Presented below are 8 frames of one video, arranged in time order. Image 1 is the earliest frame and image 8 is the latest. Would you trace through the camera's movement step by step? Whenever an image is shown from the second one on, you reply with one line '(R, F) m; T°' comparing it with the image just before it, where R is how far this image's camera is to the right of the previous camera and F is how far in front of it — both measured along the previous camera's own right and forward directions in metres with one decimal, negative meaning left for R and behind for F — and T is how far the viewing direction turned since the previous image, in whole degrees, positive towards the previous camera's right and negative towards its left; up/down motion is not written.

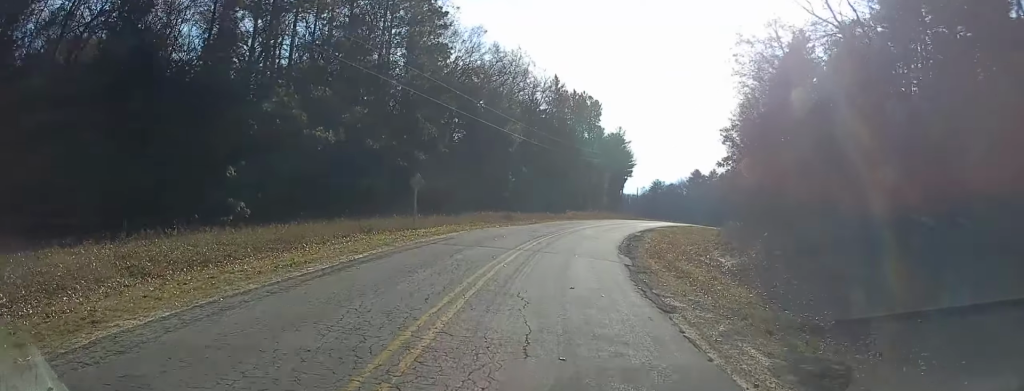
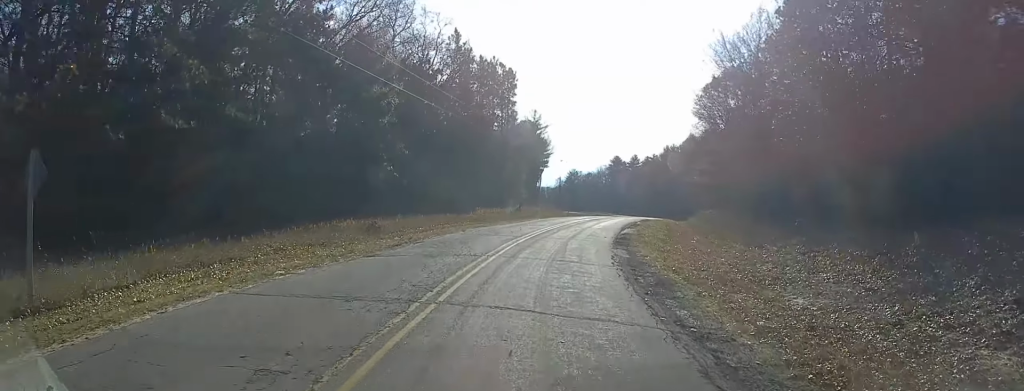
(+1.4, +23.6) m; +6°
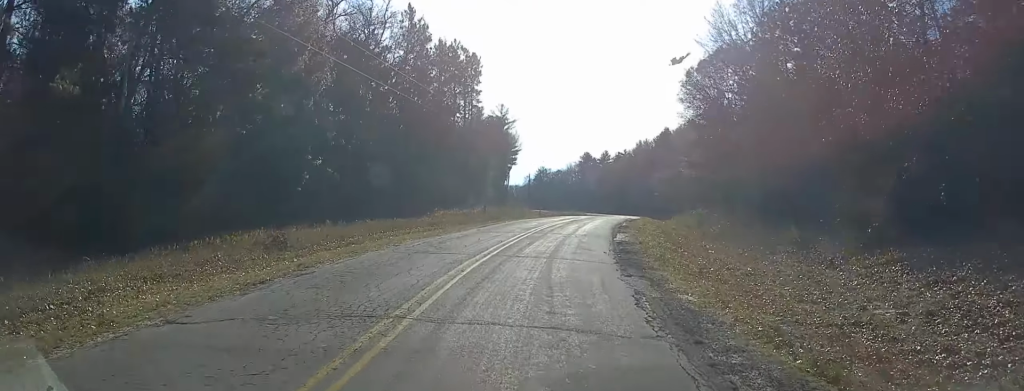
(0.0, +8.9) m; +3°
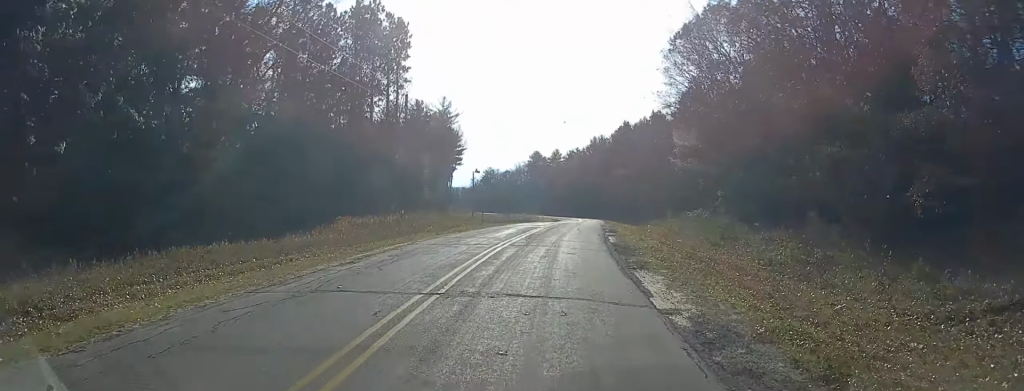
(+0.8, +17.9) m; +5°
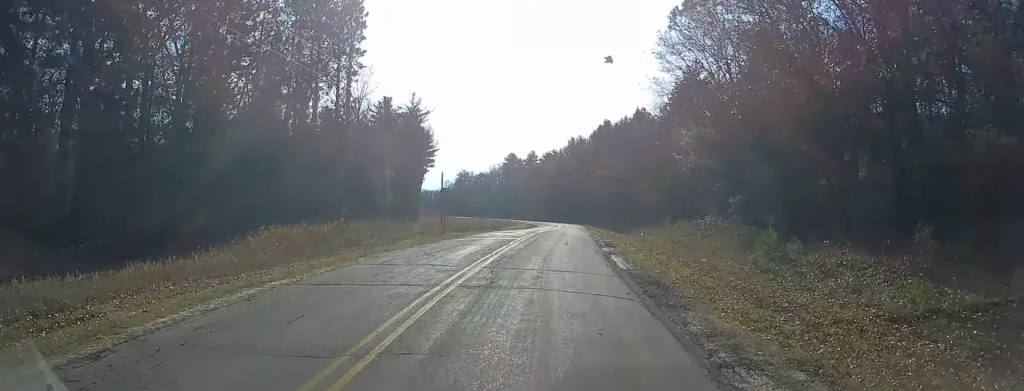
(+0.3, +9.9) m; +2°
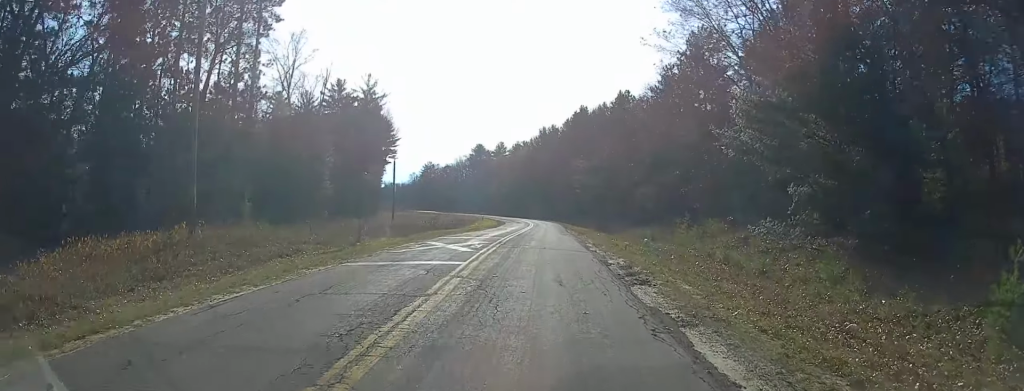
(+0.4, +14.9) m; +3°
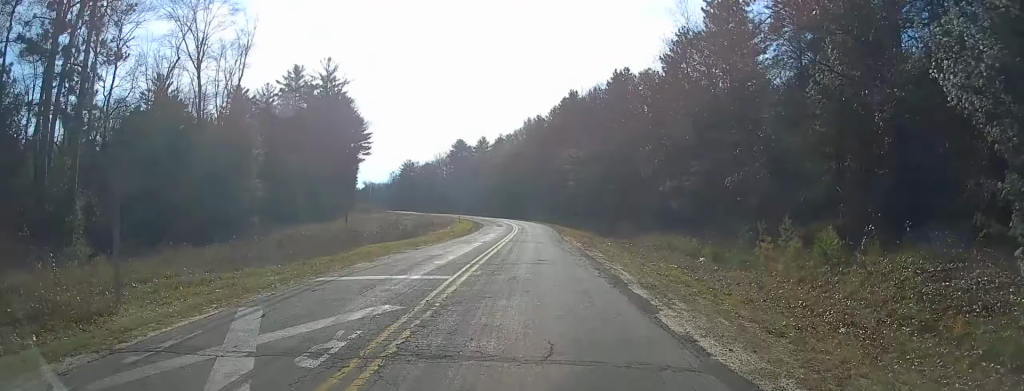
(+0.5, +16.3) m; +2°
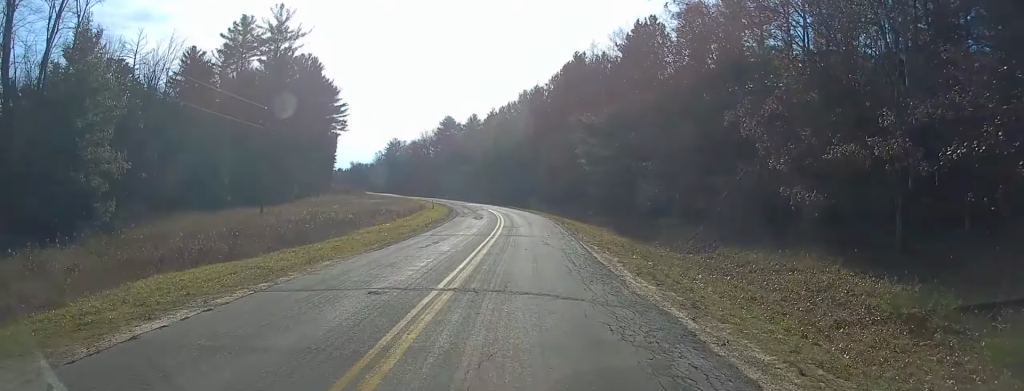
(-0.1, +22.3) m; -1°
